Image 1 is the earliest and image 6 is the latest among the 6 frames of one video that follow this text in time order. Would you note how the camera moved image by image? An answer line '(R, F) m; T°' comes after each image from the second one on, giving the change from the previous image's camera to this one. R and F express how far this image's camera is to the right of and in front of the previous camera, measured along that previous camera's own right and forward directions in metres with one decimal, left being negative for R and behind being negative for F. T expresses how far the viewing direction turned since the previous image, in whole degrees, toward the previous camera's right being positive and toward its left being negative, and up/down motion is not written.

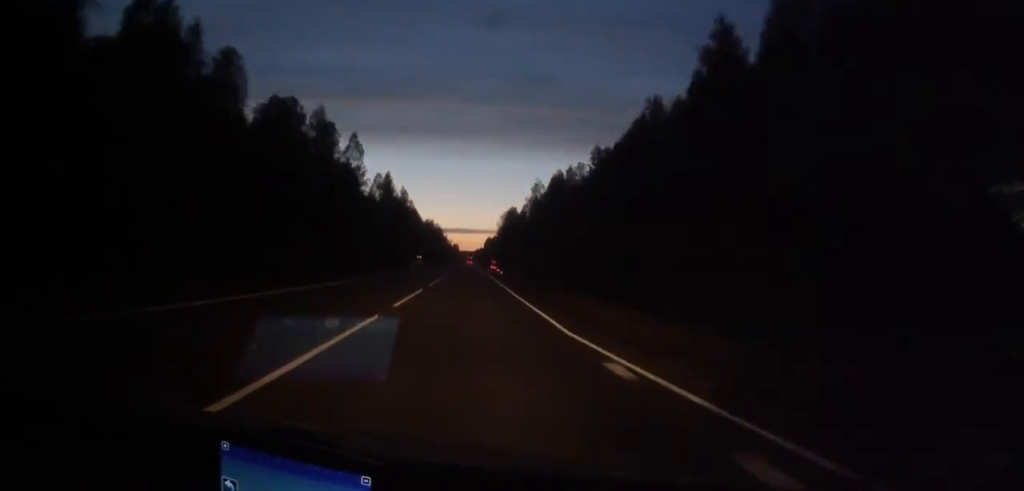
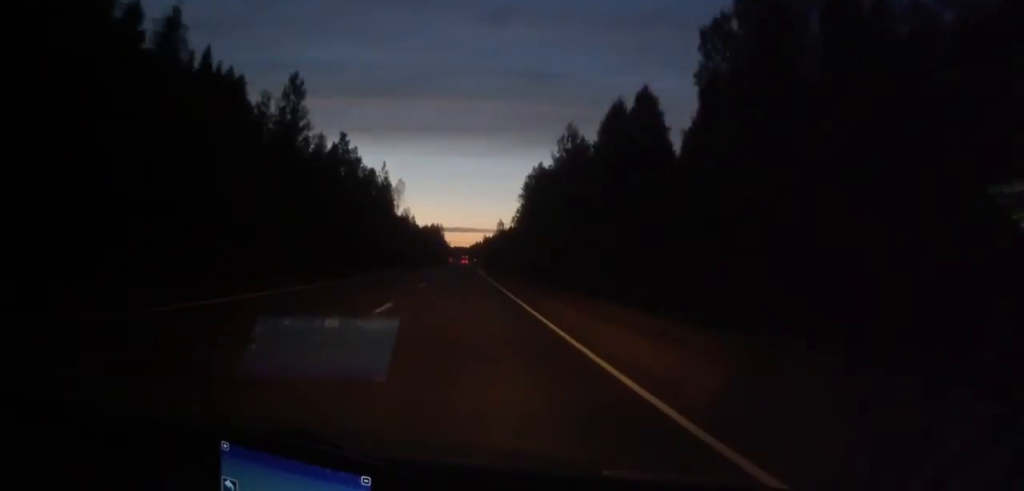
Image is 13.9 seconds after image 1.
(-0.6, +375.7) m; 0°
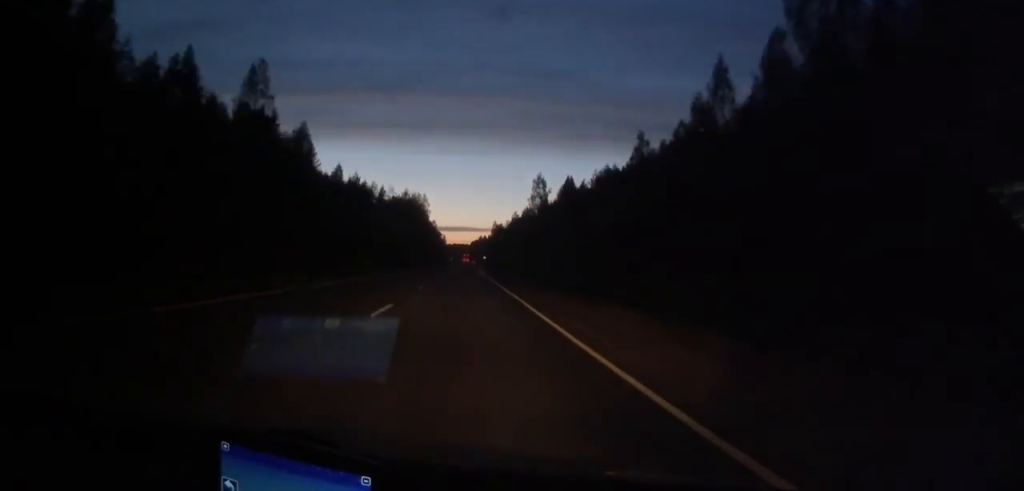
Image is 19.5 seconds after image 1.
(0.0, +159.1) m; 0°
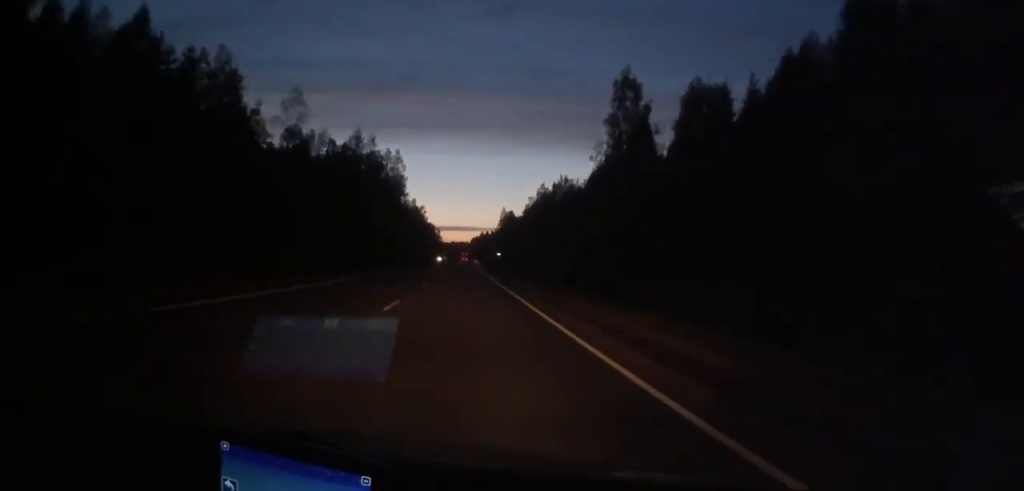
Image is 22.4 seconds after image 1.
(-0.2, +83.1) m; 0°
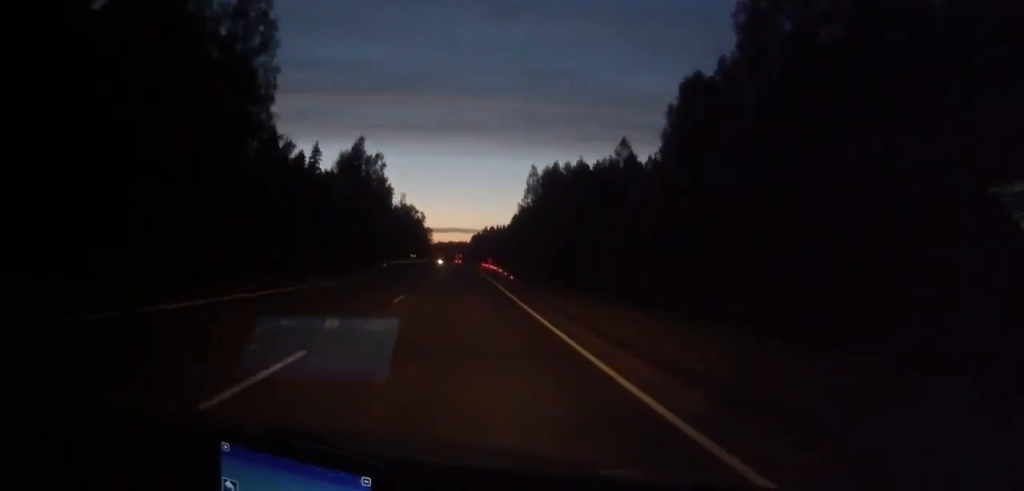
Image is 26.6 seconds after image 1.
(0.0, +116.5) m; 0°
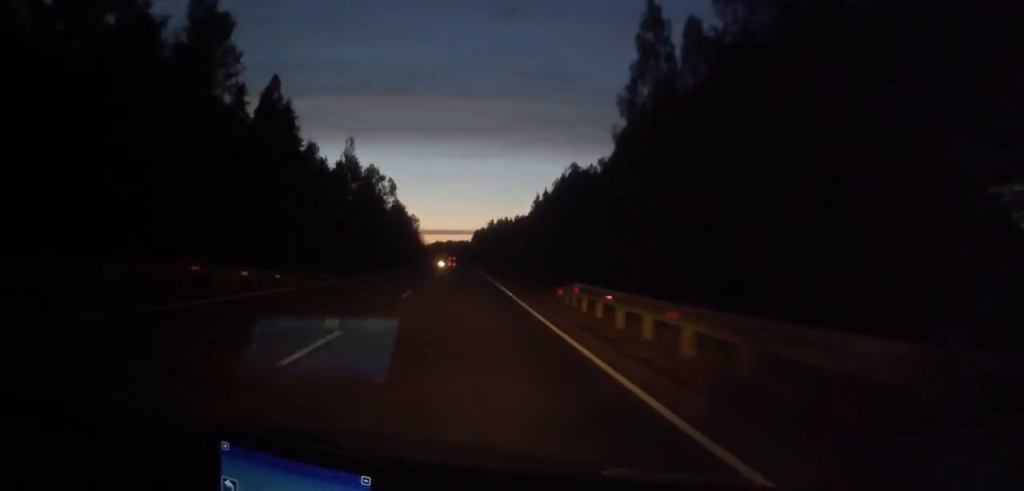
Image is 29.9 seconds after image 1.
(+0.1, +93.3) m; 0°
